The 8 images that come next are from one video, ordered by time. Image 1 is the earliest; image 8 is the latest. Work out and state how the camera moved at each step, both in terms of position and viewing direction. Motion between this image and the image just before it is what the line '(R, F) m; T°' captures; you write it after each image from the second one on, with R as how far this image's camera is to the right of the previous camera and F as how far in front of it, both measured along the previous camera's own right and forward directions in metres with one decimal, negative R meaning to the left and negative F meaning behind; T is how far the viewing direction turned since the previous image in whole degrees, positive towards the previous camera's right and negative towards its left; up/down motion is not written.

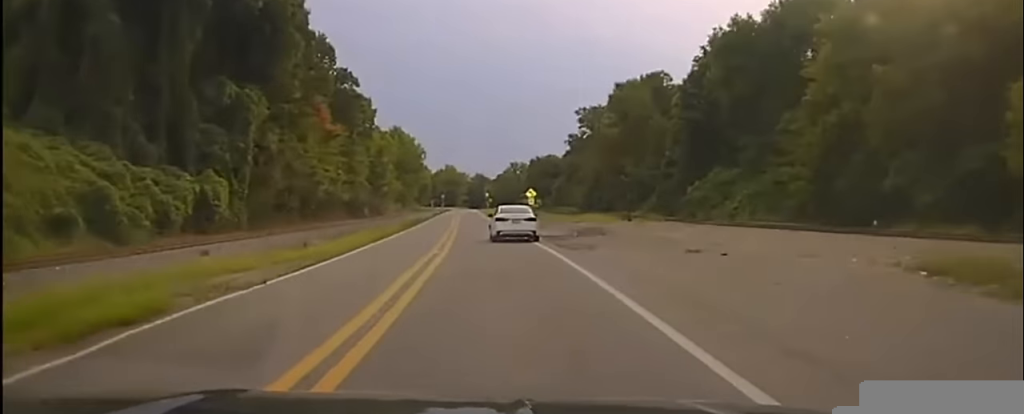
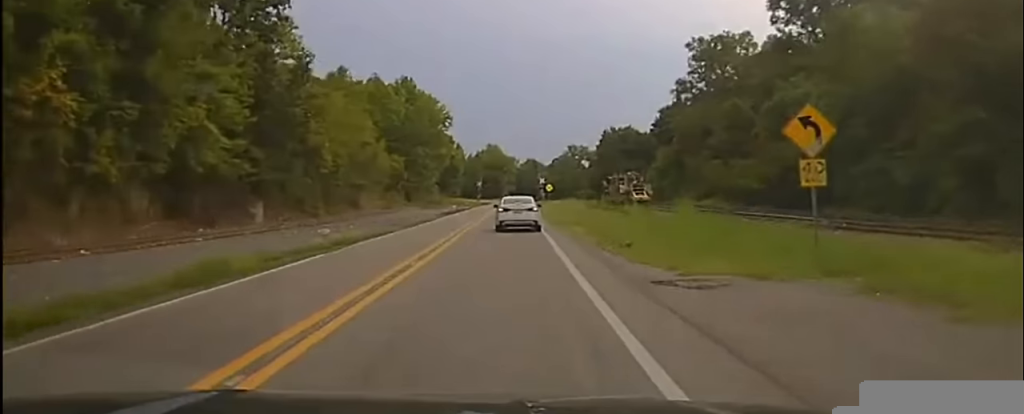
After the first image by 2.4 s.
(-4.6, +76.8) m; -4°
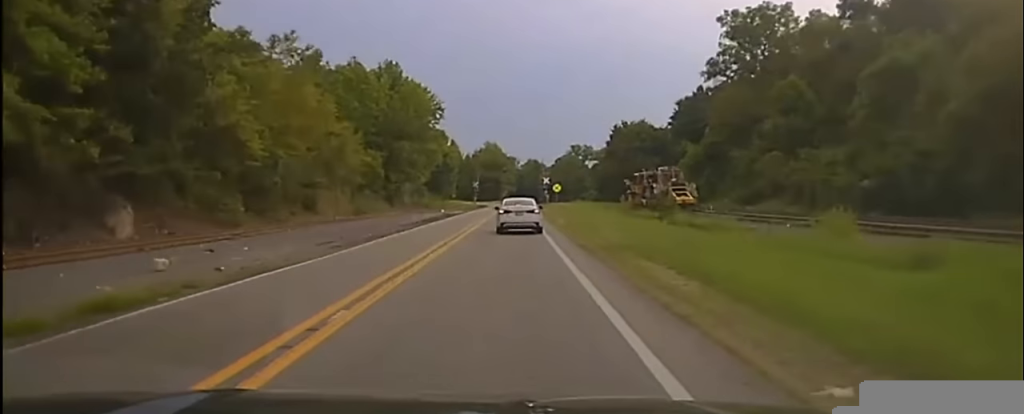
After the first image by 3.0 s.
(-0.1, +21.3) m; 0°
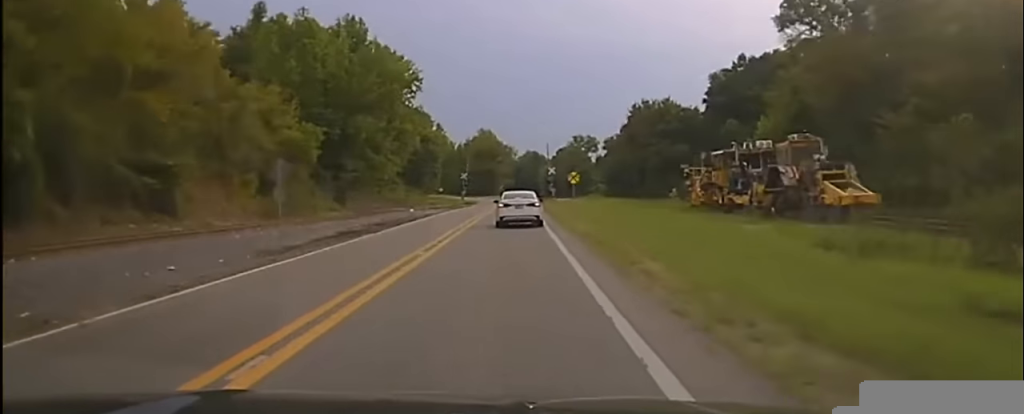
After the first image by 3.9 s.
(+0.5, +32.9) m; 0°
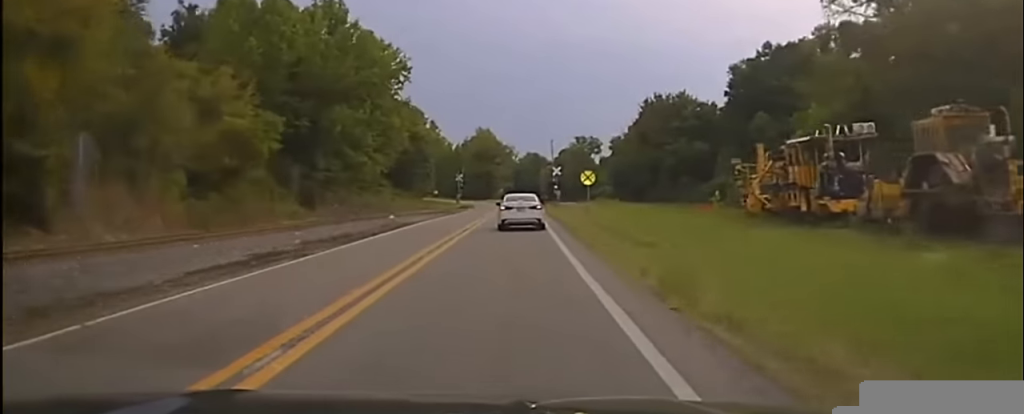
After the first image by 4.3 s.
(-0.1, +14.6) m; 0°
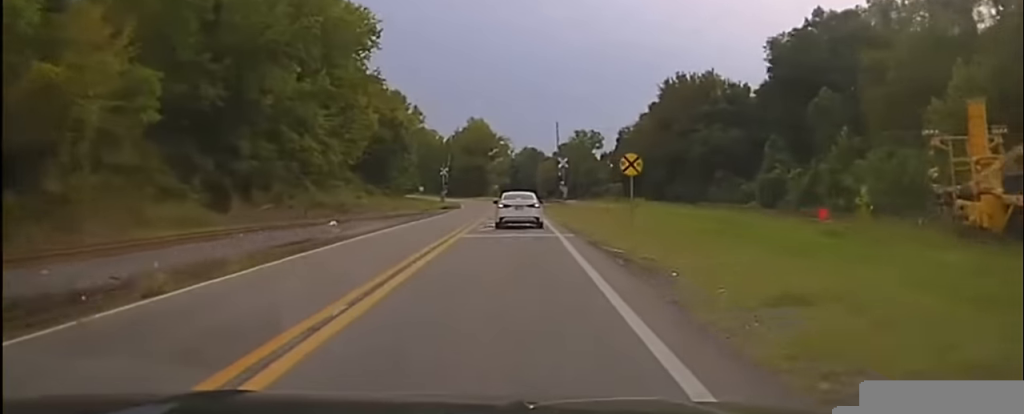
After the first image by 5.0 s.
(-0.1, +22.1) m; 0°
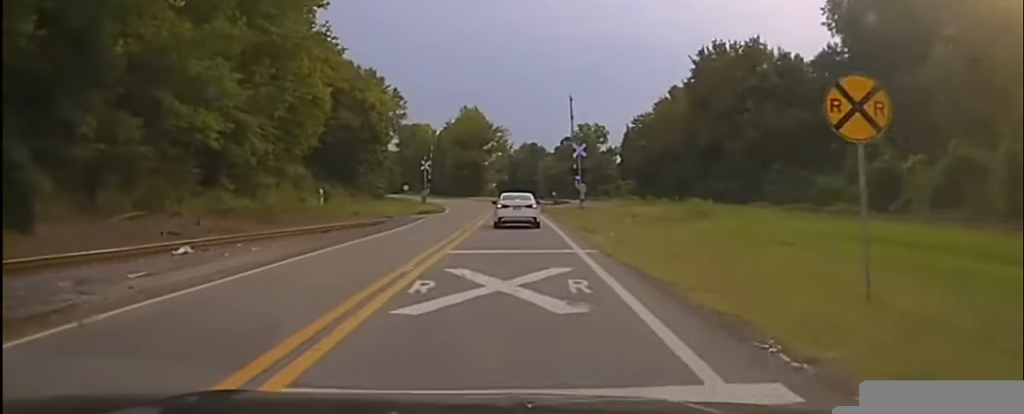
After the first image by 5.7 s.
(+0.1, +25.2) m; 0°
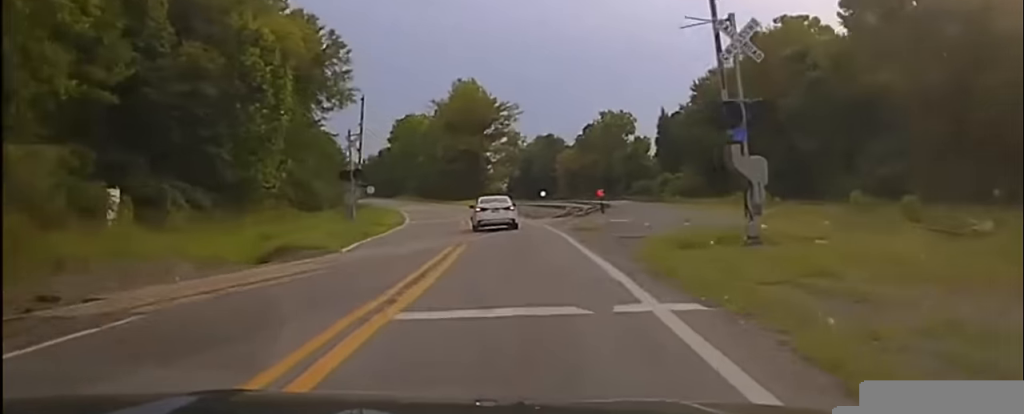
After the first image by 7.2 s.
(-0.1, +47.0) m; -1°
